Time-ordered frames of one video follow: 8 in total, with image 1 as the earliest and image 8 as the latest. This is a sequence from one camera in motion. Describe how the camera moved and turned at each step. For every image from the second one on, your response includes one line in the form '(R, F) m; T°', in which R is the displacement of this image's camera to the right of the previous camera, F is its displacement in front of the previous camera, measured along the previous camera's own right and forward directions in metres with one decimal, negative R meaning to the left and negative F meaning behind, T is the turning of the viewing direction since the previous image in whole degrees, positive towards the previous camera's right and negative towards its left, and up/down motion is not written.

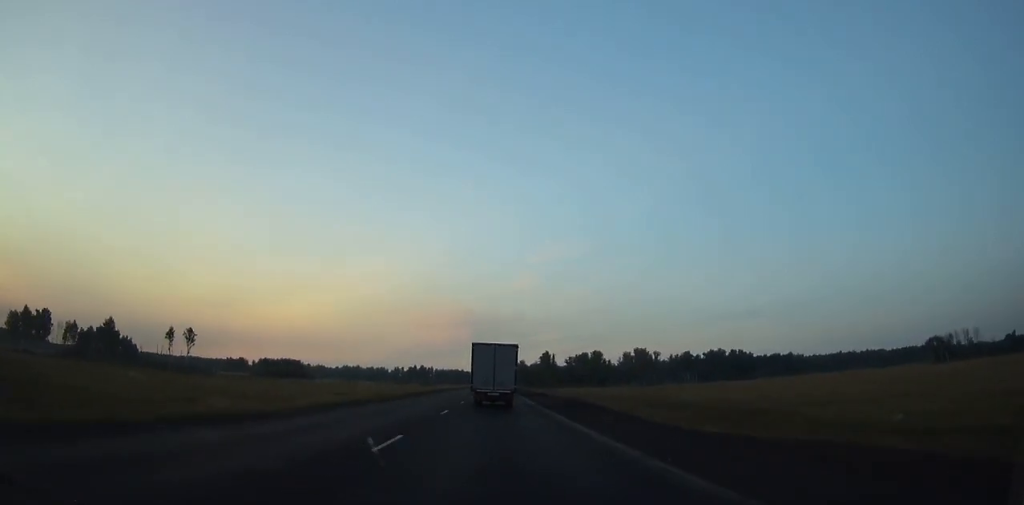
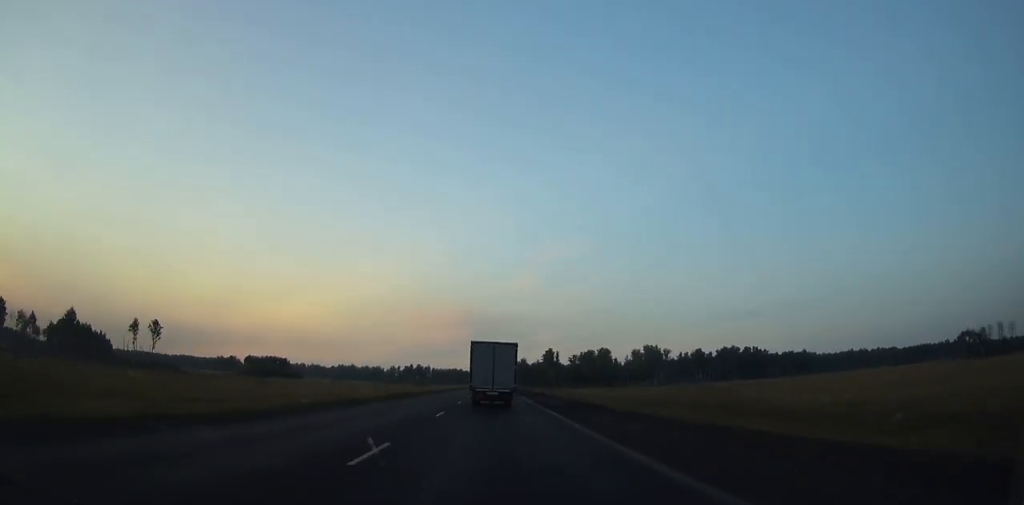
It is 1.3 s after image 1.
(+0.1, +26.7) m; 0°
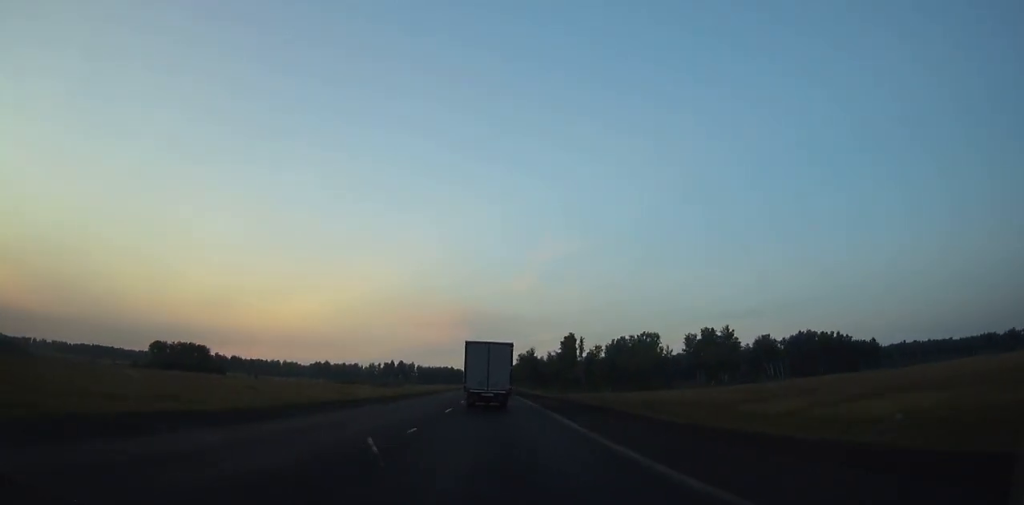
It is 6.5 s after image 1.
(0.0, +106.7) m; 0°
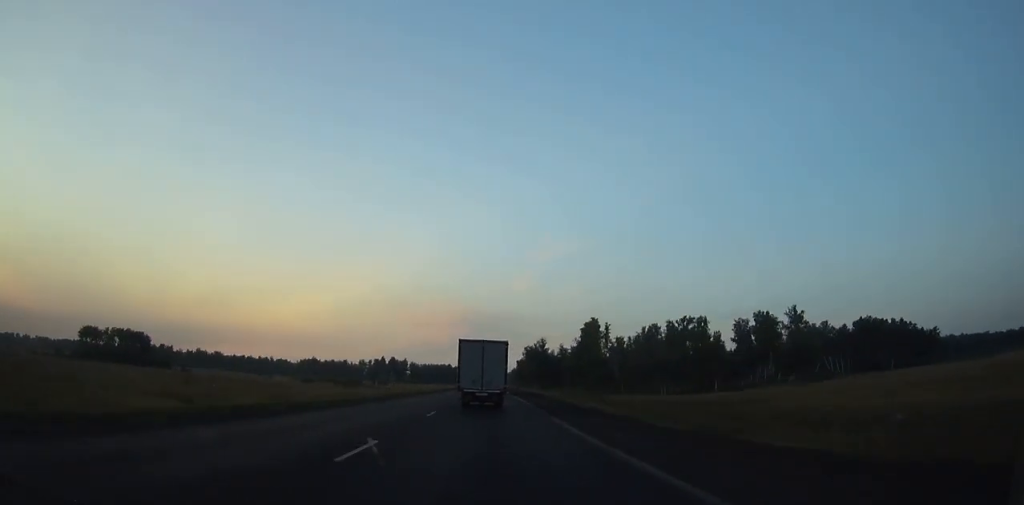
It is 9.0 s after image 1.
(+0.1, +51.8) m; 0°
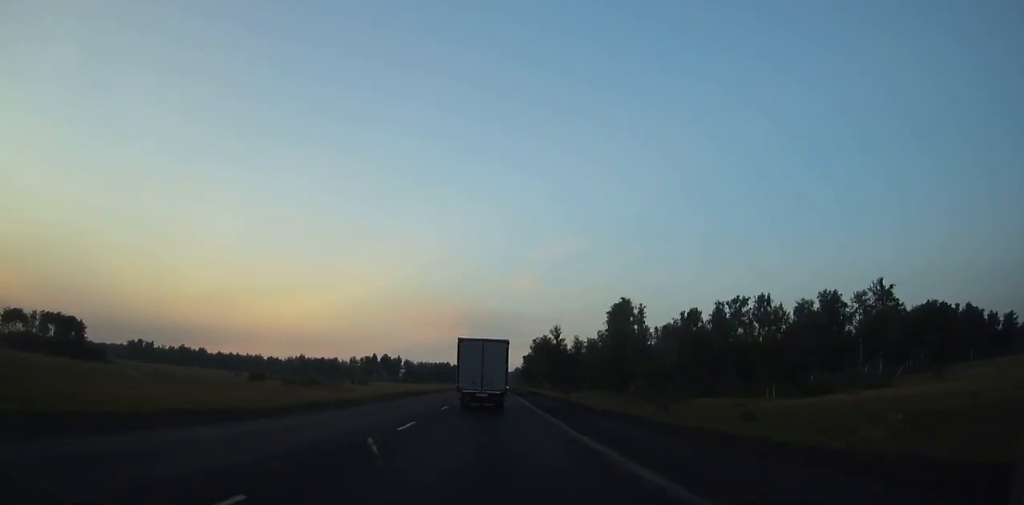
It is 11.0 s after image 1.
(0.0, +41.8) m; 0°
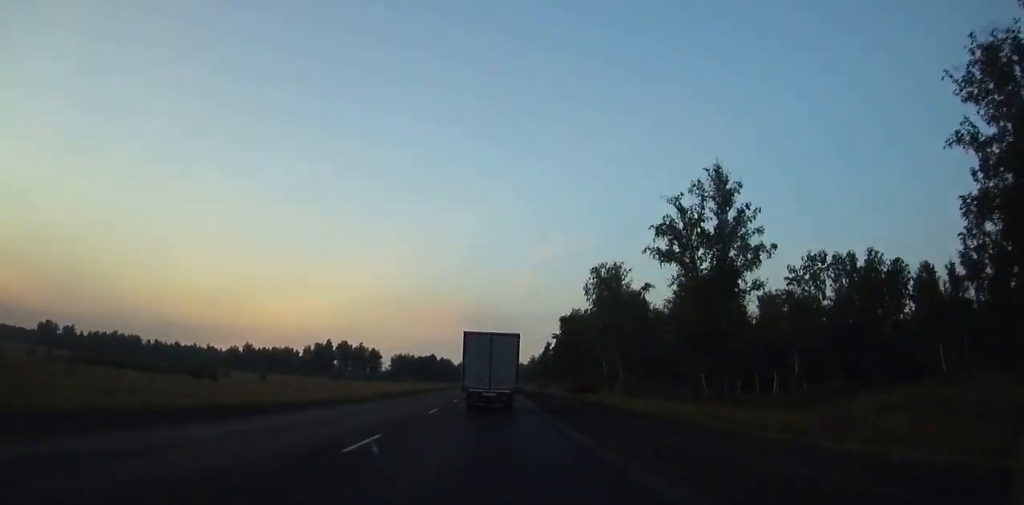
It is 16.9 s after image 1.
(-0.2, +125.7) m; 0°
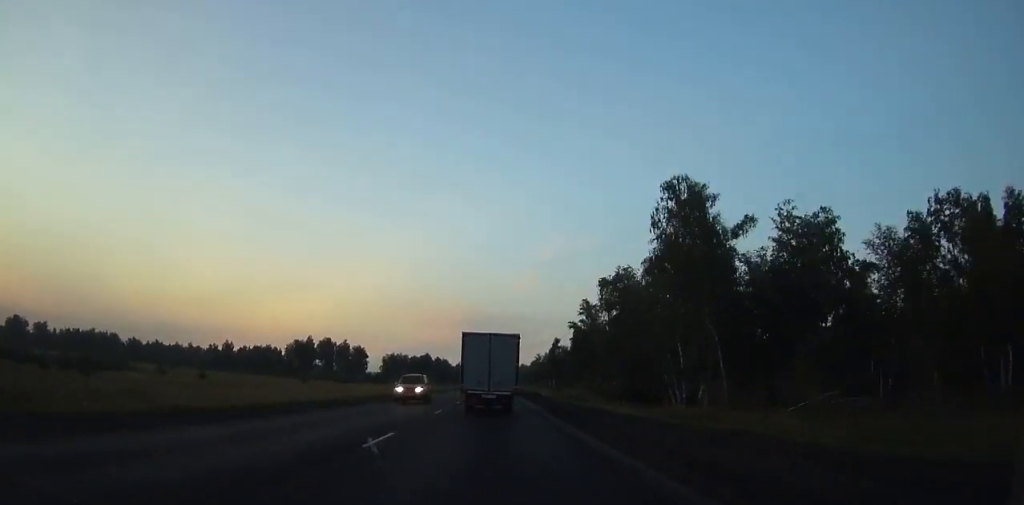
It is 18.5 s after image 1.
(0.0, +34.3) m; 0°
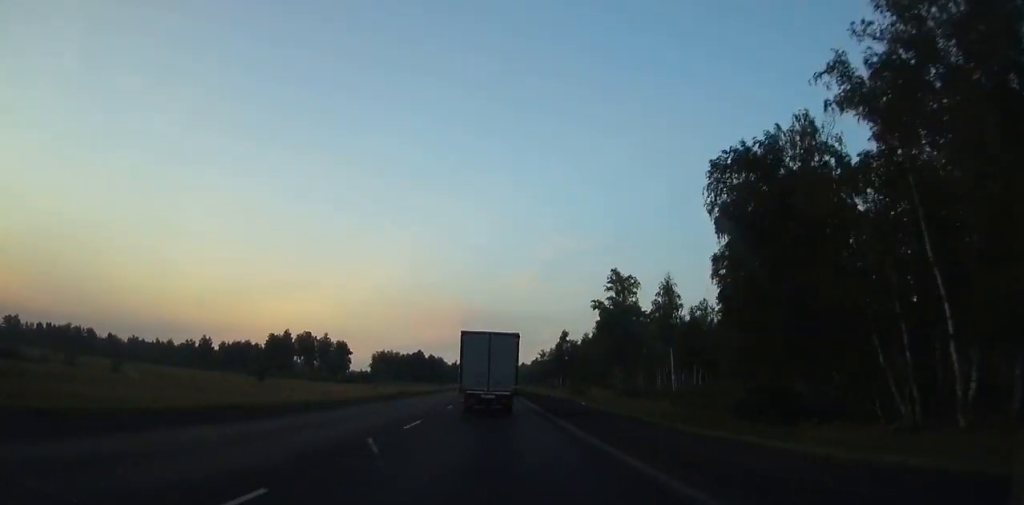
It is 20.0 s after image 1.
(0.0, +32.0) m; 0°
